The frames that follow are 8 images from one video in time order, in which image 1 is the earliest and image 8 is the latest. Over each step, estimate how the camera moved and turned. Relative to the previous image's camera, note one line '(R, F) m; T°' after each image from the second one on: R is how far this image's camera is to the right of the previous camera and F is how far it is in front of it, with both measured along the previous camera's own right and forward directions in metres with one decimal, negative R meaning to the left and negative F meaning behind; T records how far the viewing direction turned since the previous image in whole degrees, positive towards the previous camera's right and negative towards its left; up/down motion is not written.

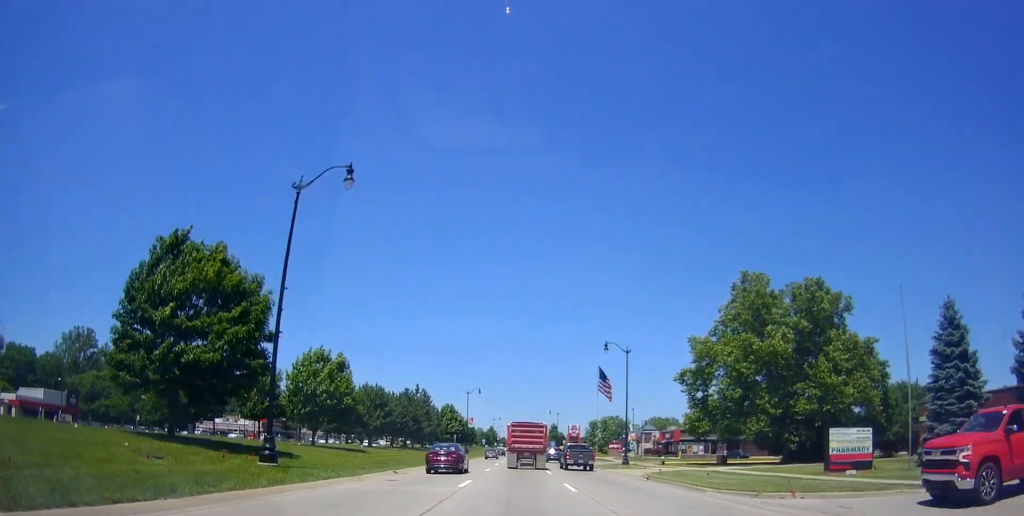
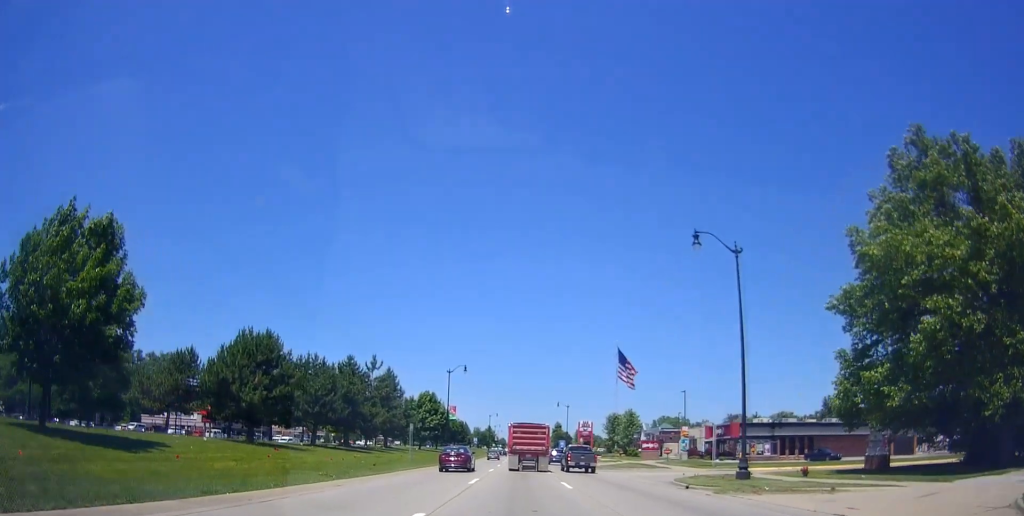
(+1.2, +27.4) m; +2°
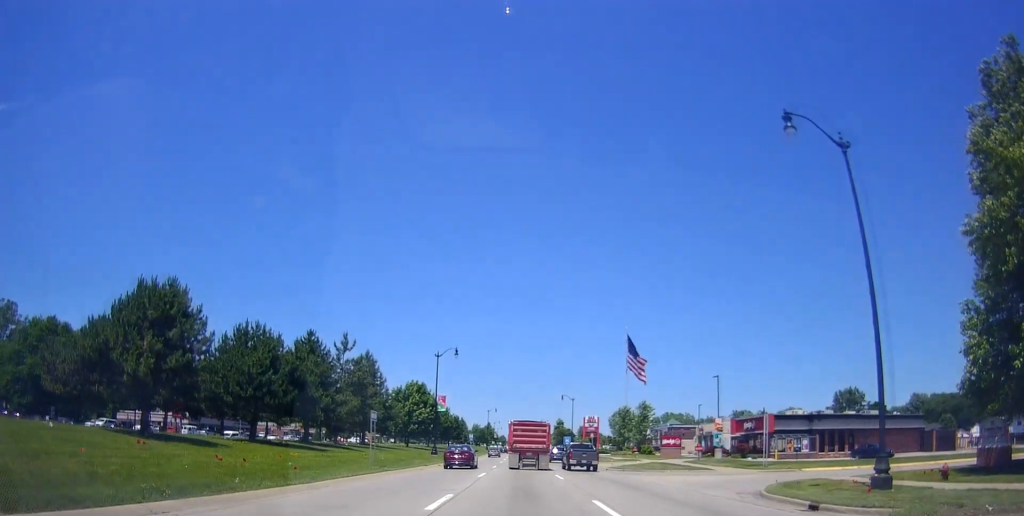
(0.0, +10.6) m; 0°
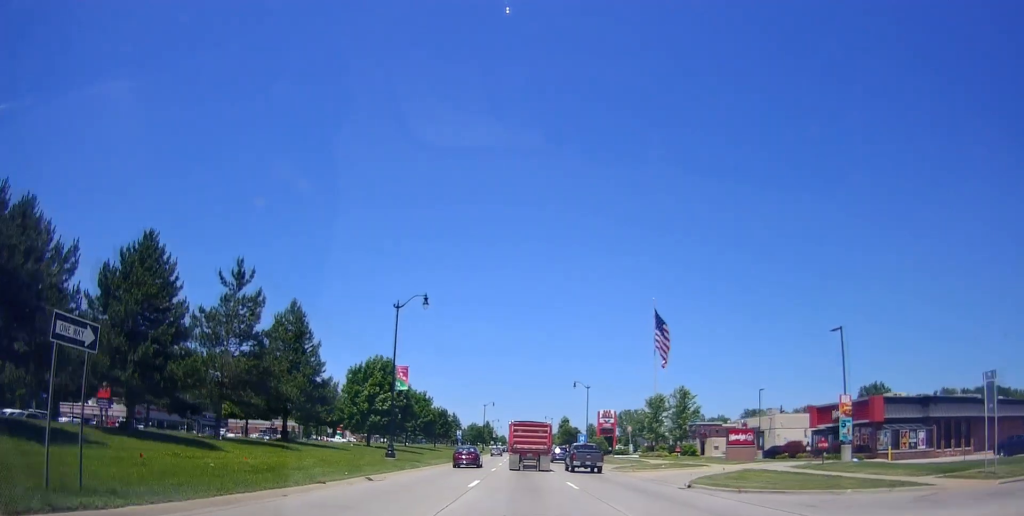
(-0.2, +21.5) m; -1°
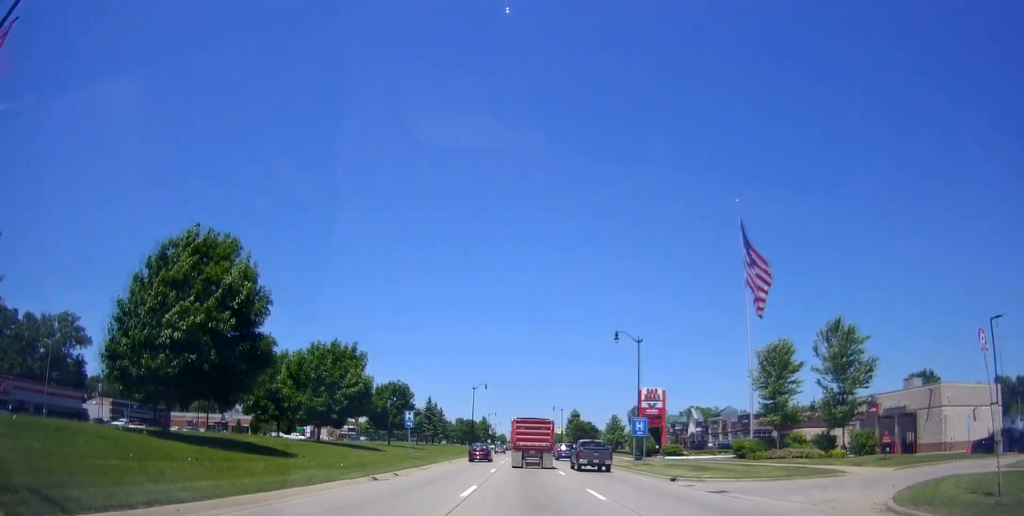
(-0.4, +34.1) m; 0°
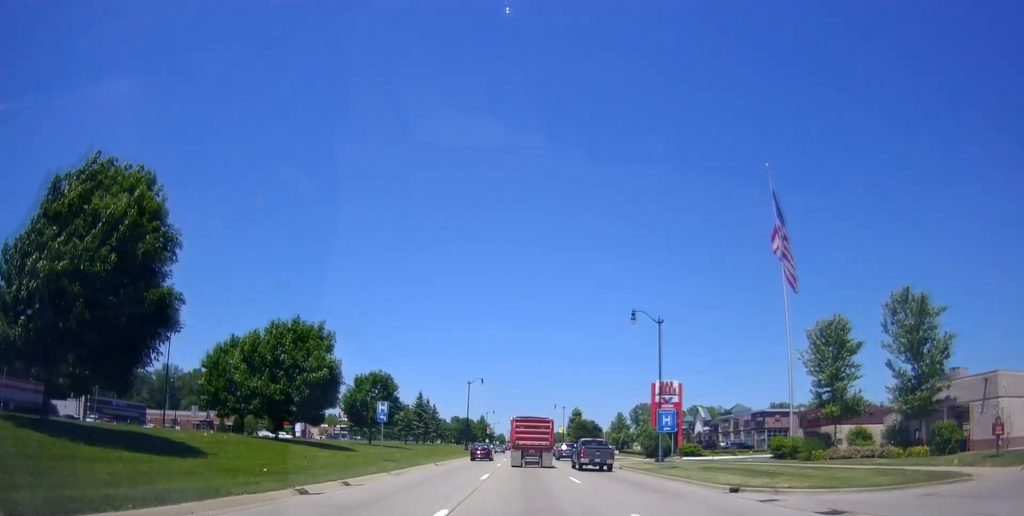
(+0.3, +7.5) m; +1°
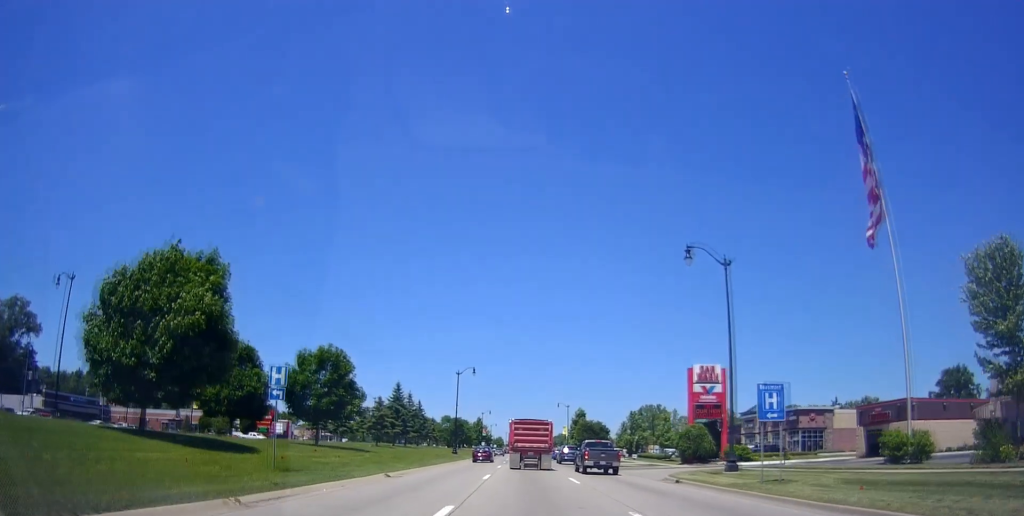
(-0.3, +14.0) m; 0°
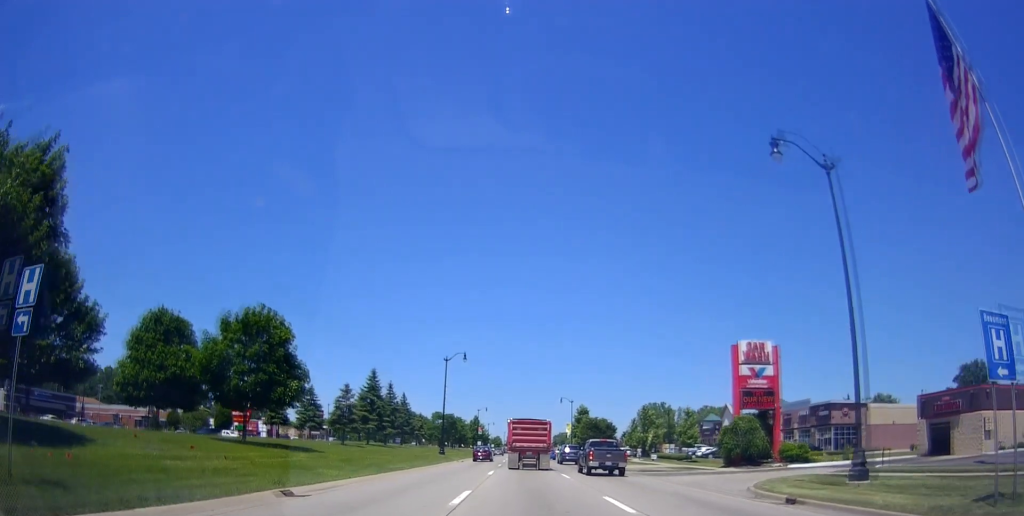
(+0.2, +10.8) m; -1°
